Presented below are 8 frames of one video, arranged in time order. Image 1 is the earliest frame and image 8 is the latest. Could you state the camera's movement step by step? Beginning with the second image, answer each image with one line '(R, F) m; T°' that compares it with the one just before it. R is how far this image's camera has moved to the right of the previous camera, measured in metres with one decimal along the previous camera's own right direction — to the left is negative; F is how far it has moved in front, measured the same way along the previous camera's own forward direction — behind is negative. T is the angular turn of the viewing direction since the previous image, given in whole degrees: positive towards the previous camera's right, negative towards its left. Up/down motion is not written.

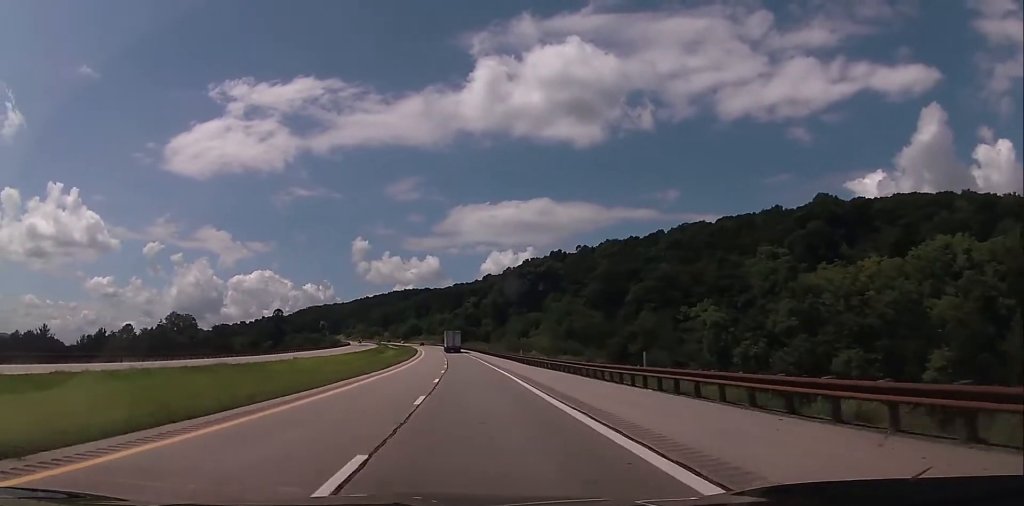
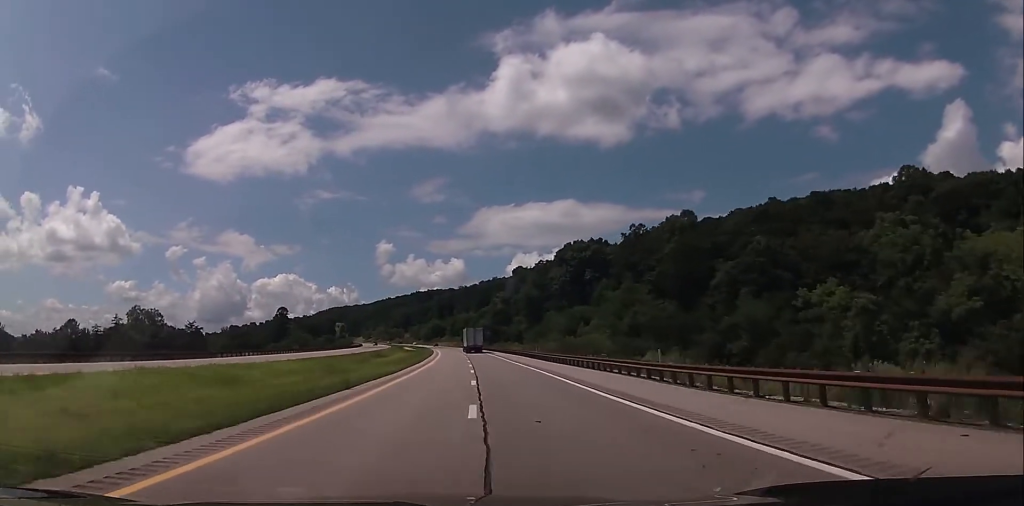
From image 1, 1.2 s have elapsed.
(-0.3, +40.6) m; -1°
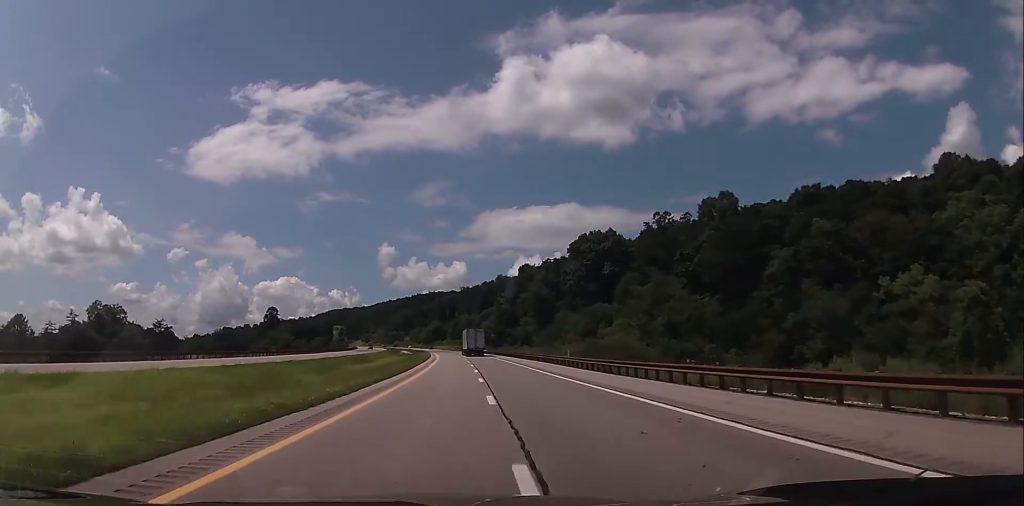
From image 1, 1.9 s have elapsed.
(-0.2, +20.8) m; -1°
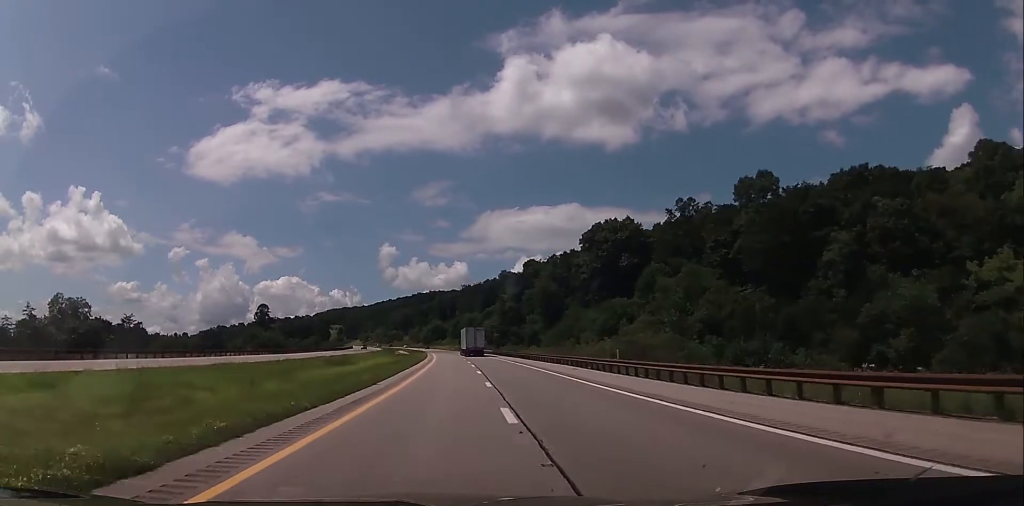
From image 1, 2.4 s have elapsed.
(0.0, +16.4) m; 0°
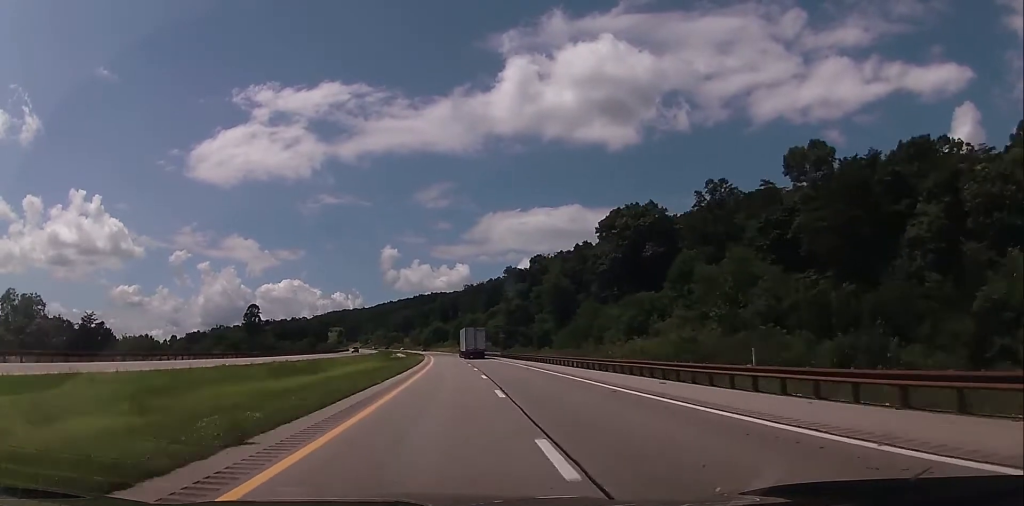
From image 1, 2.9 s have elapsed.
(0.0, +17.6) m; -1°
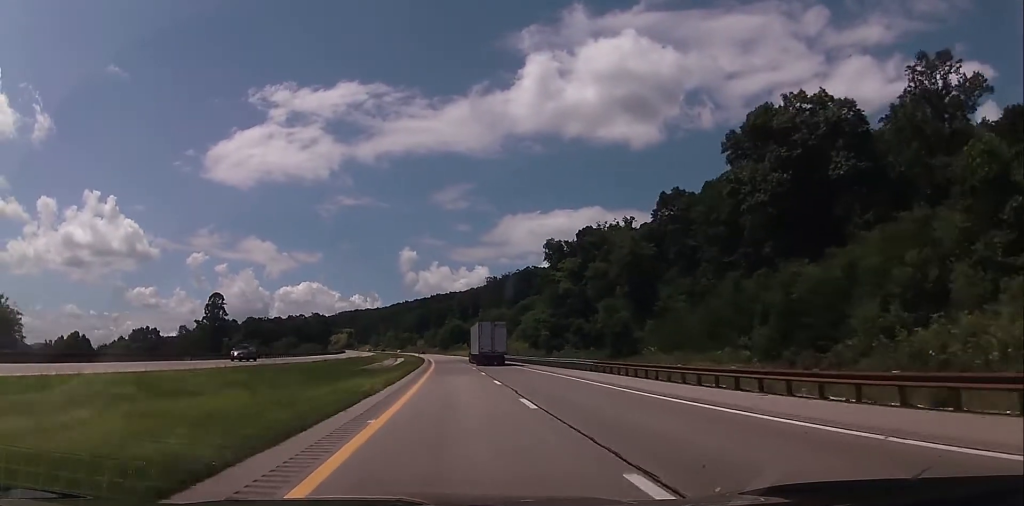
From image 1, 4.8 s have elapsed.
(-0.9, +63.8) m; -2°
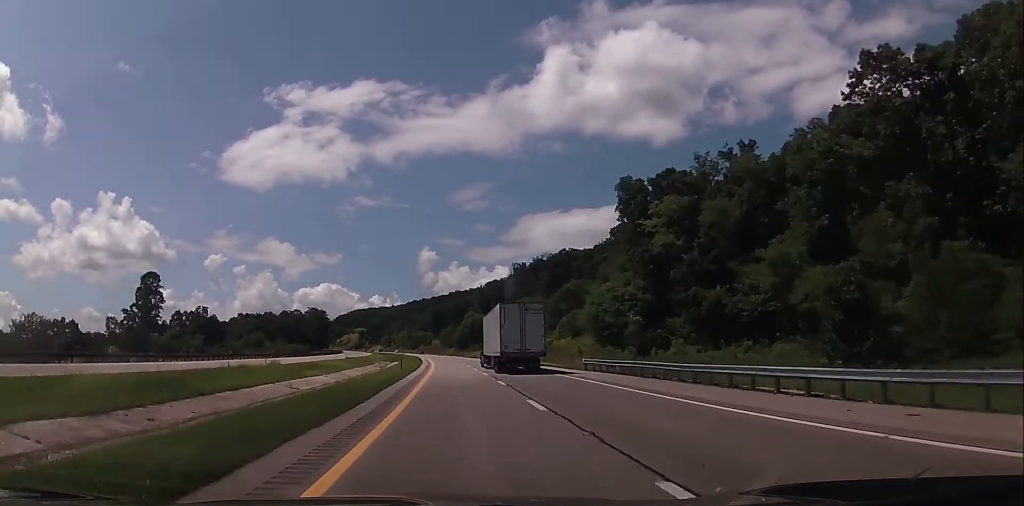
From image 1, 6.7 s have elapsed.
(-1.1, +61.0) m; -2°
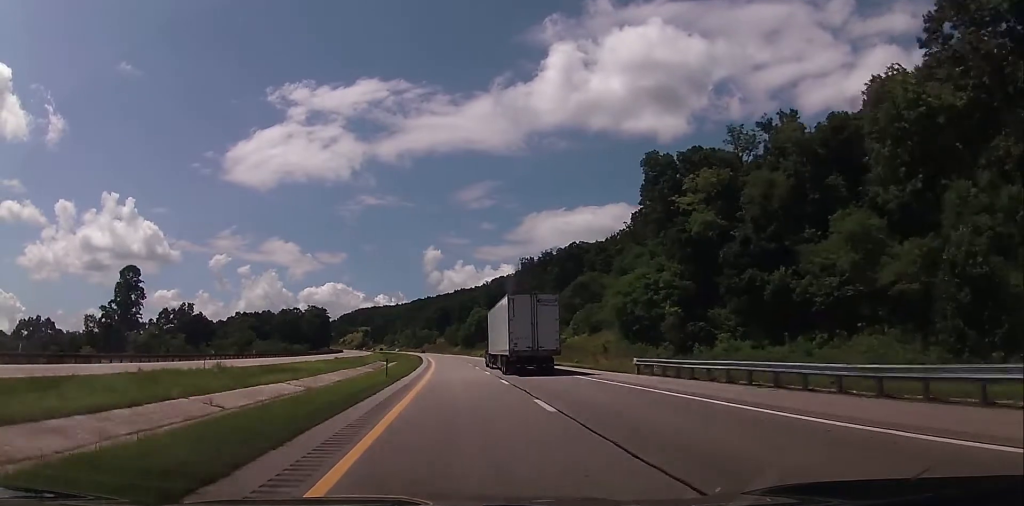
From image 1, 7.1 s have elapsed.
(-0.1, +13.0) m; 0°
